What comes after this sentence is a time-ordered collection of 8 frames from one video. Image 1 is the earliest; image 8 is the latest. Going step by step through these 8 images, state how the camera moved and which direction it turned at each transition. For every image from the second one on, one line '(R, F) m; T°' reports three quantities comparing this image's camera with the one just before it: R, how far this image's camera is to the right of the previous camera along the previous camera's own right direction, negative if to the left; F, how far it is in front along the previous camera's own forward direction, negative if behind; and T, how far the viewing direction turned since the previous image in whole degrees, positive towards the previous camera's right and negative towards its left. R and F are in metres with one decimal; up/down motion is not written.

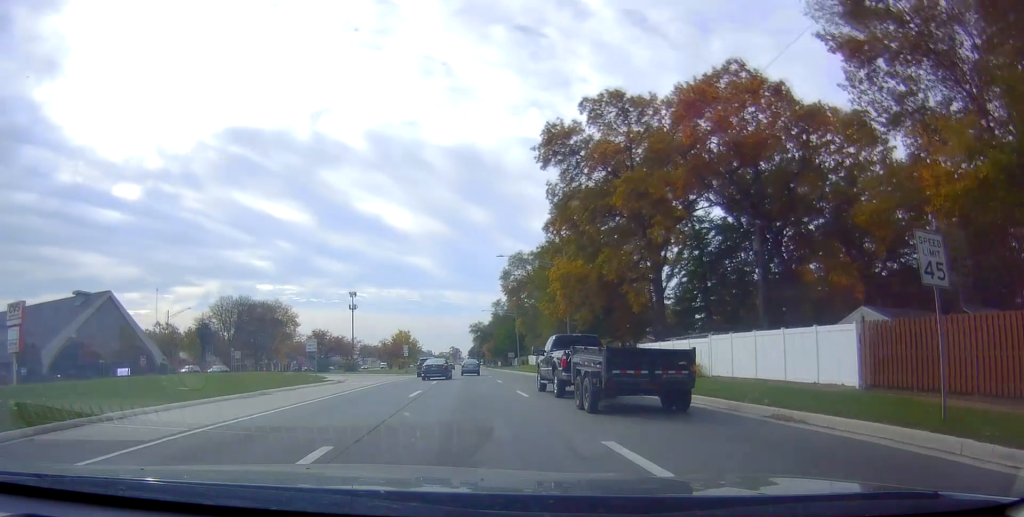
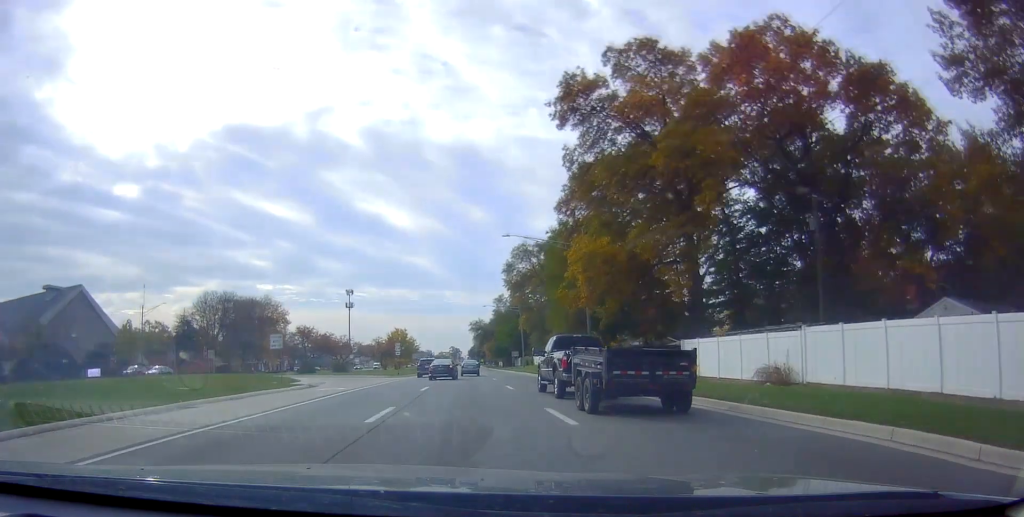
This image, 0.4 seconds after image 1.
(-0.3, +8.5) m; 0°
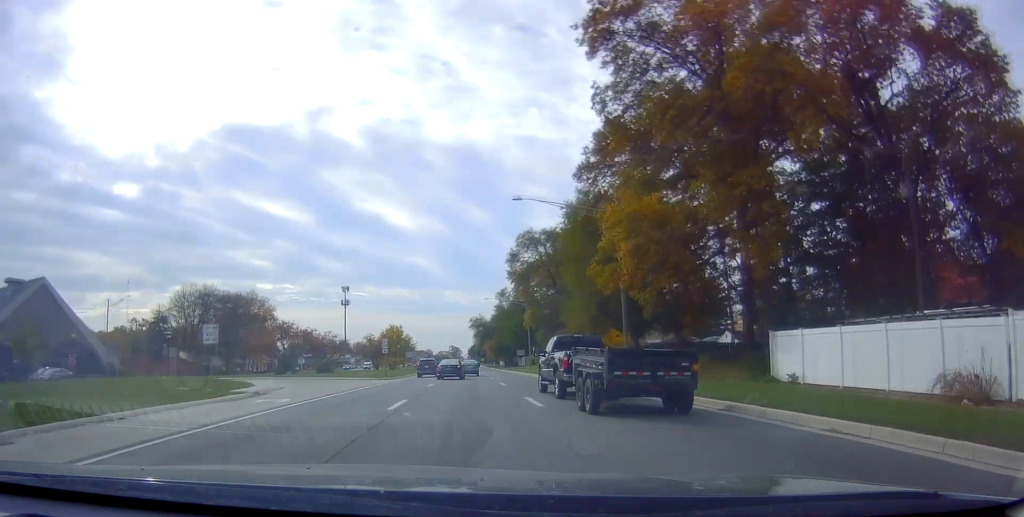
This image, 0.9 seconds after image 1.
(+0.1, +9.9) m; 0°
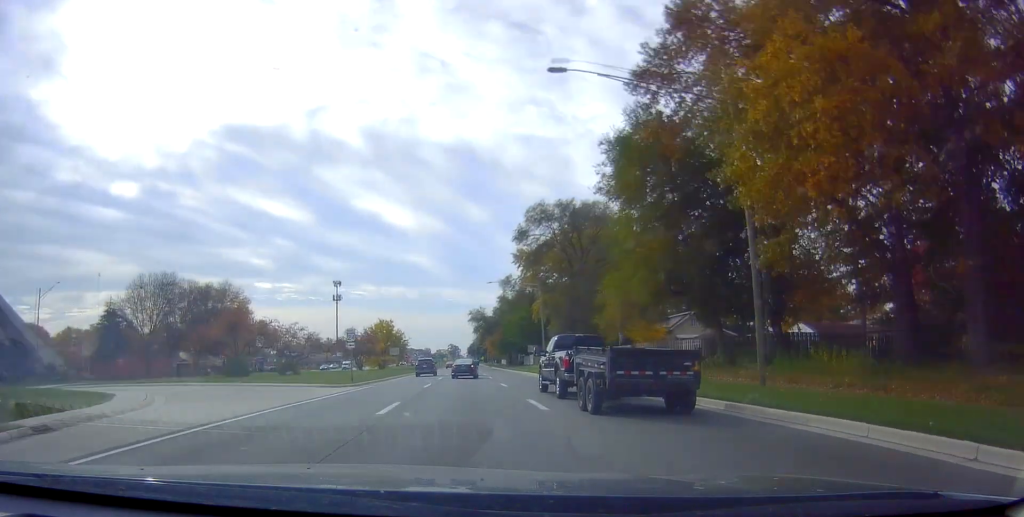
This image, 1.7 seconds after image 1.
(+0.4, +15.9) m; +1°
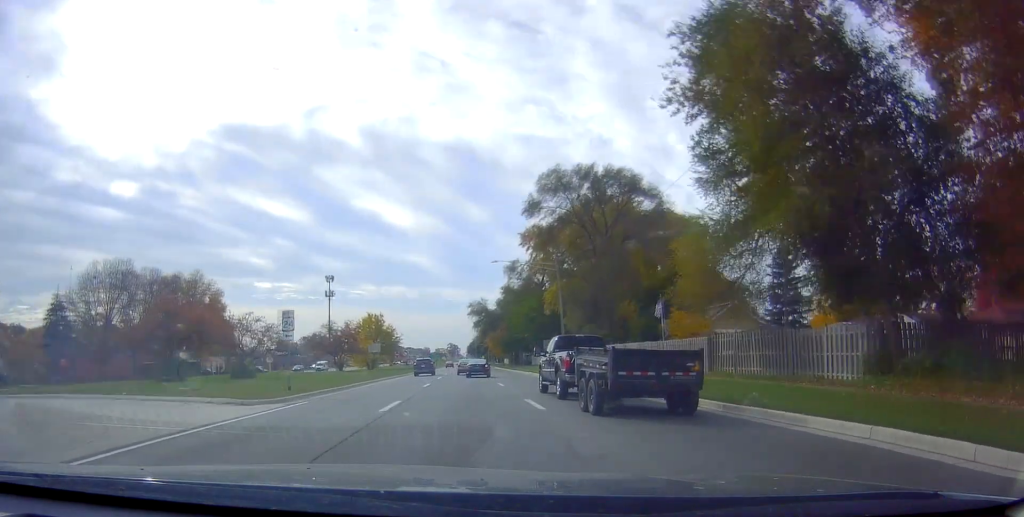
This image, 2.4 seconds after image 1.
(-0.3, +14.0) m; 0°
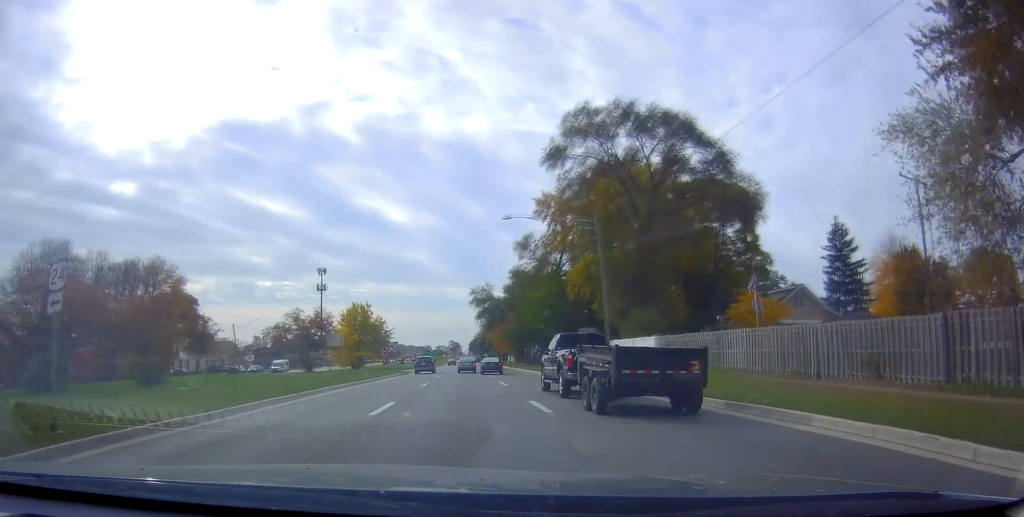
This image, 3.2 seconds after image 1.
(+0.2, +16.3) m; -1°
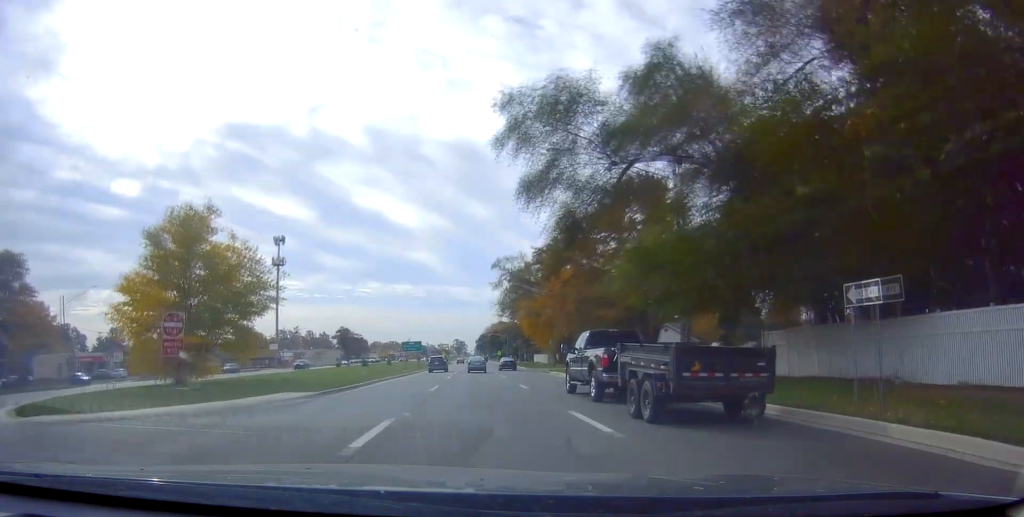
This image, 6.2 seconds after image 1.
(-0.1, +61.5) m; +1°
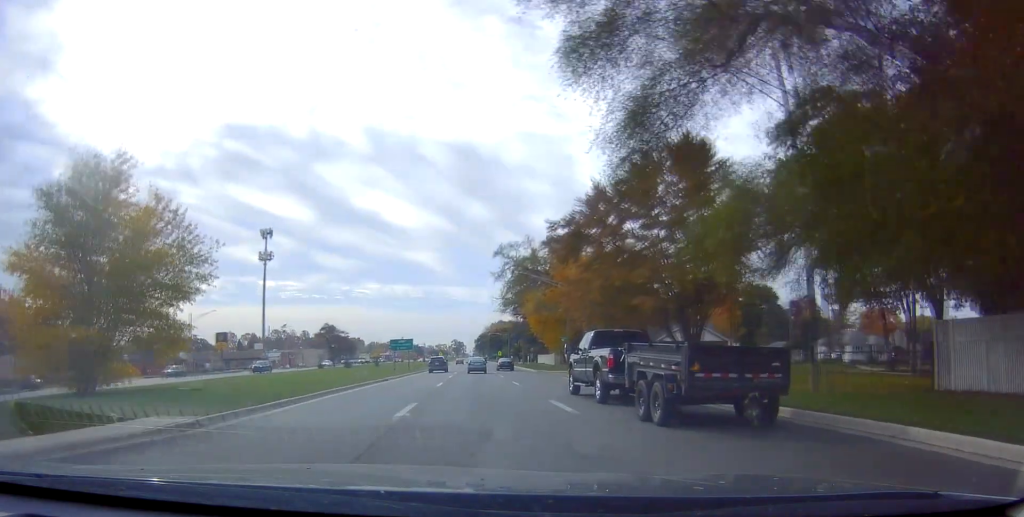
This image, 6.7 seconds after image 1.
(-0.1, +10.5) m; 0°
